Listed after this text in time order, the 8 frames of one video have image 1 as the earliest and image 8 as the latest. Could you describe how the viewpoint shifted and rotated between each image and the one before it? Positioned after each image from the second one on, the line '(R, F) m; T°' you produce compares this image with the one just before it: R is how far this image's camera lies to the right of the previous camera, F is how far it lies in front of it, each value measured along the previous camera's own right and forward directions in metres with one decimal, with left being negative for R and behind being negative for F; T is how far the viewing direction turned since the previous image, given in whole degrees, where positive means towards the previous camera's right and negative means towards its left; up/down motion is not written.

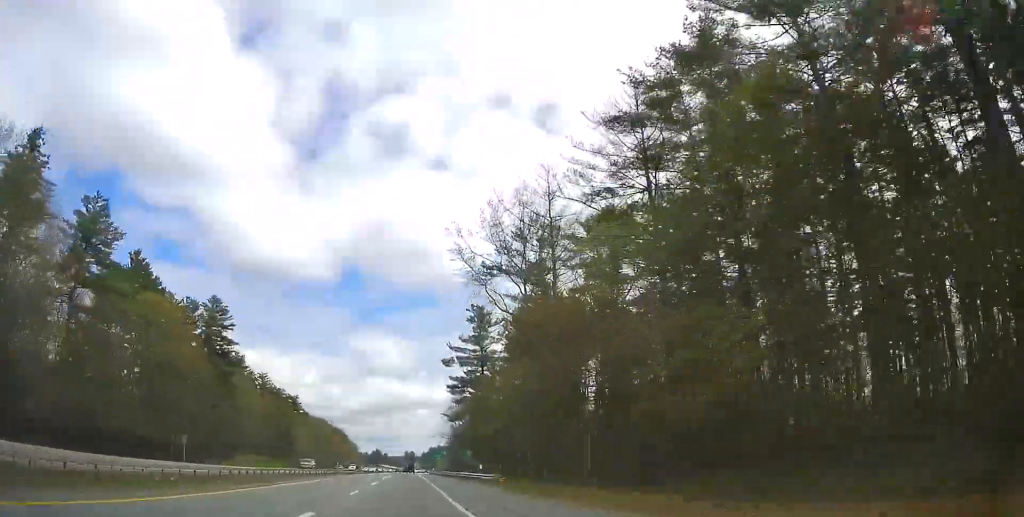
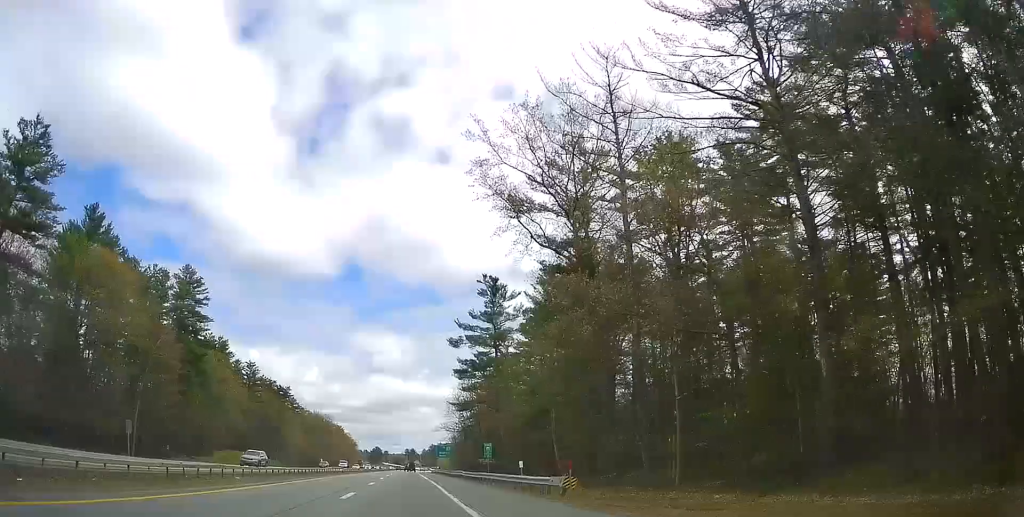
(+0.1, +15.9) m; -1°
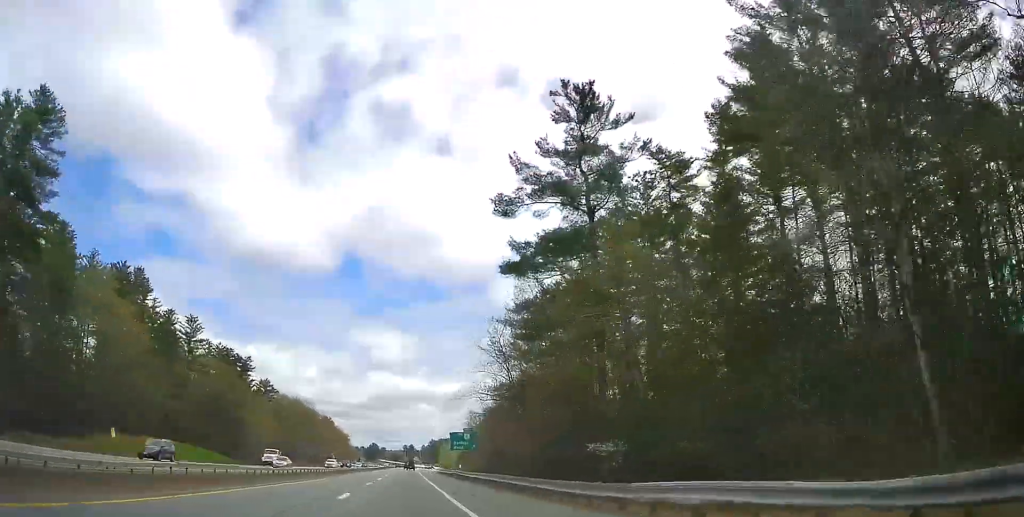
(-1.0, +49.3) m; -2°
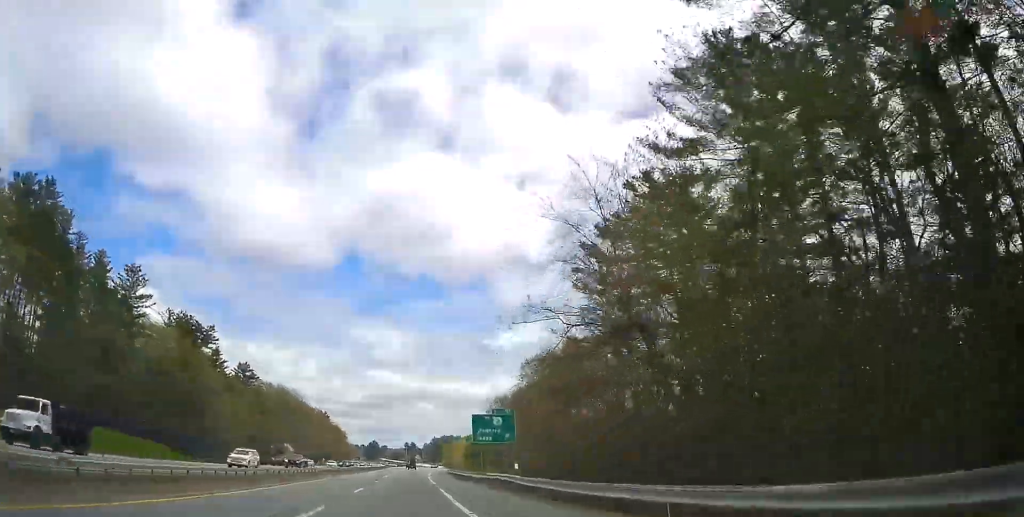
(0.0, +31.5) m; 0°
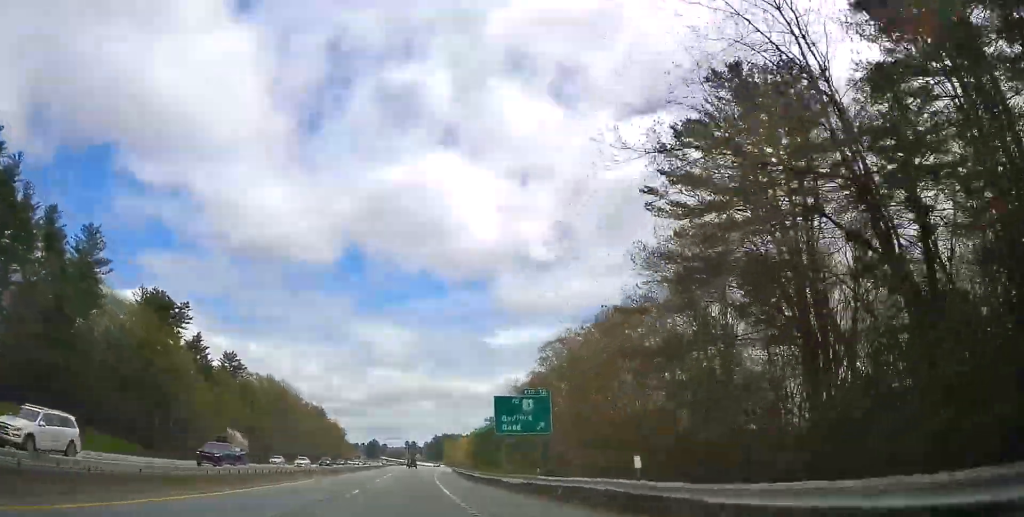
(0.0, +16.1) m; 0°
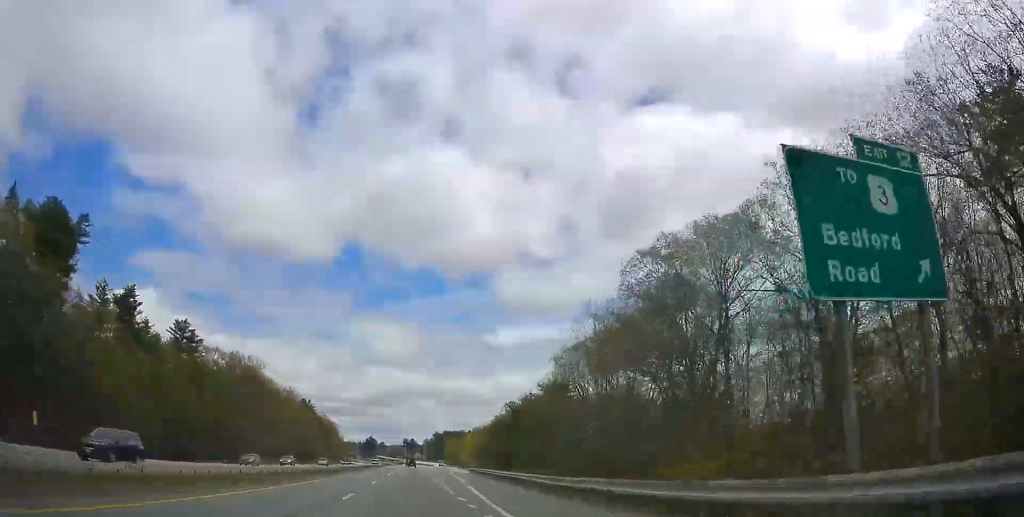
(0.0, +38.5) m; -1°
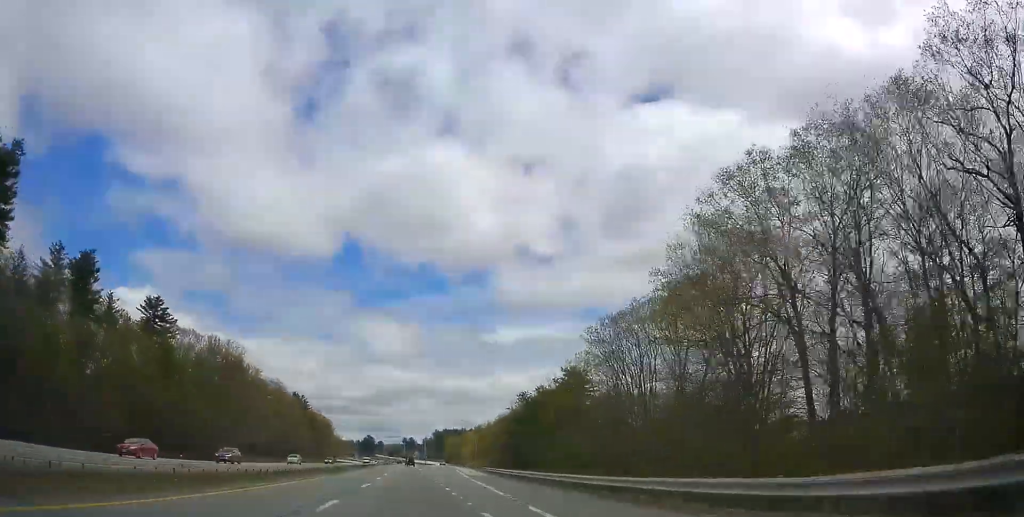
(-0.3, +17.1) m; 0°
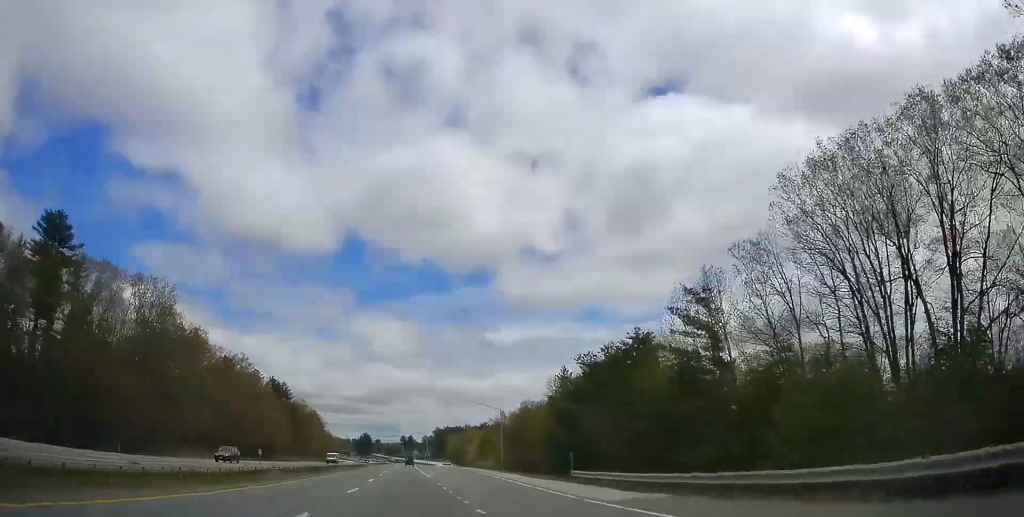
(+0.3, +41.3) m; +2°
